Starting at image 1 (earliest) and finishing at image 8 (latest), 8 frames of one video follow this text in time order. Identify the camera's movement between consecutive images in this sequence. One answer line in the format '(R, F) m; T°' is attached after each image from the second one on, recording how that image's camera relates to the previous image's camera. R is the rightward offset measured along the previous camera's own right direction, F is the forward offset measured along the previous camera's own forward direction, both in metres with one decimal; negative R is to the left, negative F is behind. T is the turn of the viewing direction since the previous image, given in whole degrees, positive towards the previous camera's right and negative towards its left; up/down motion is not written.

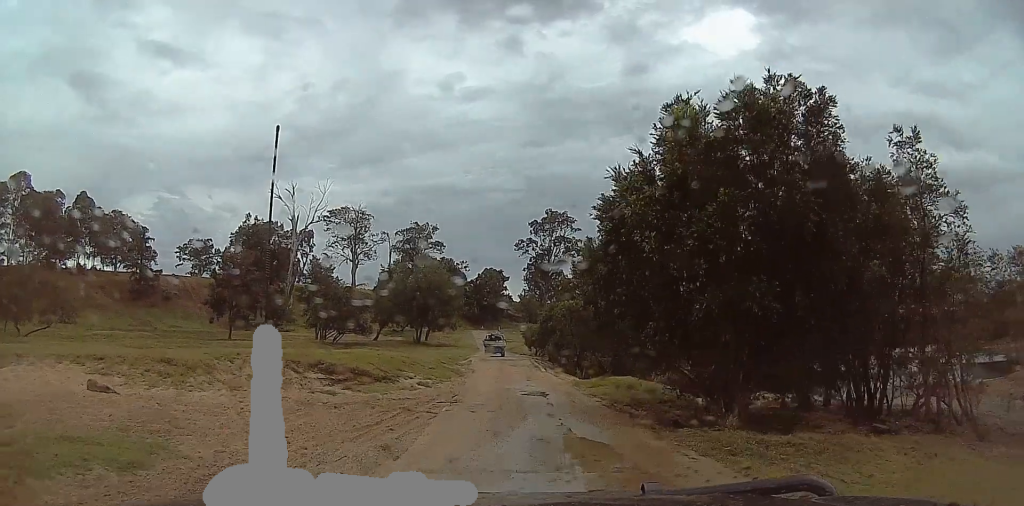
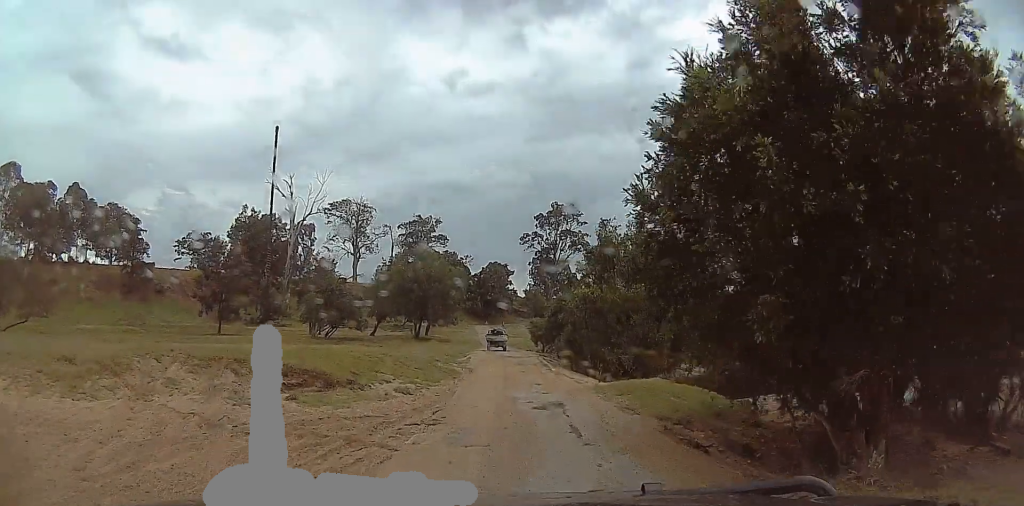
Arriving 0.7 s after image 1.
(0.0, +5.2) m; 0°
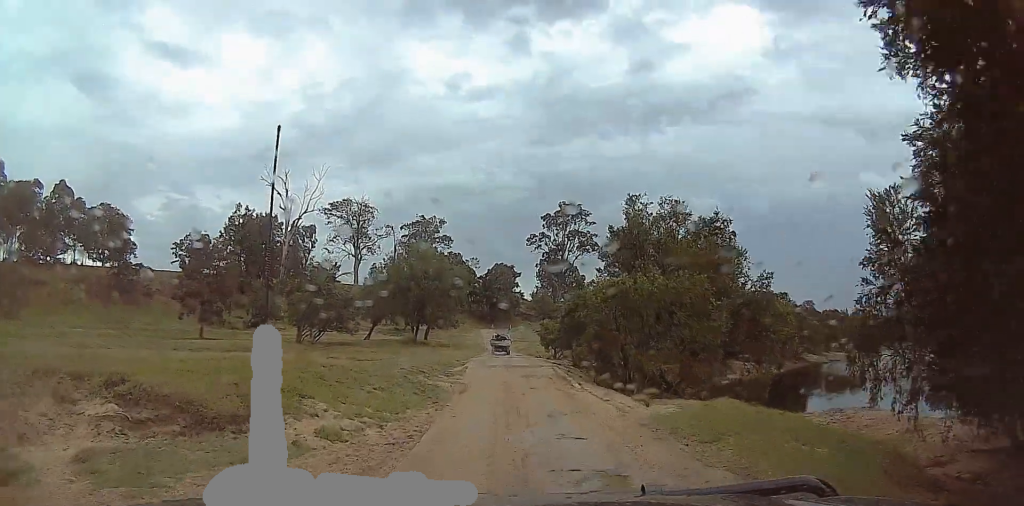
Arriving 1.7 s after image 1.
(0.0, +7.6) m; 0°
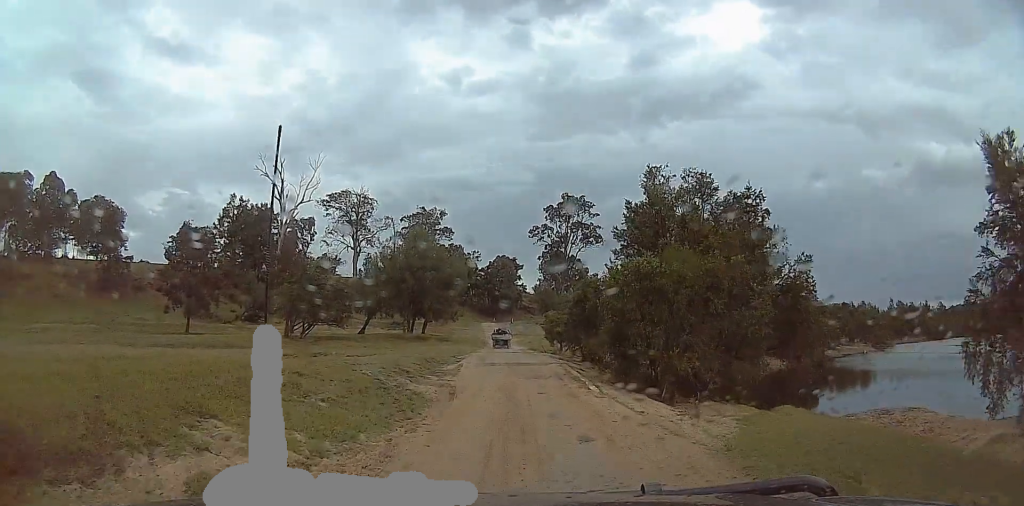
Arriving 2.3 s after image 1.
(0.0, +4.5) m; 0°
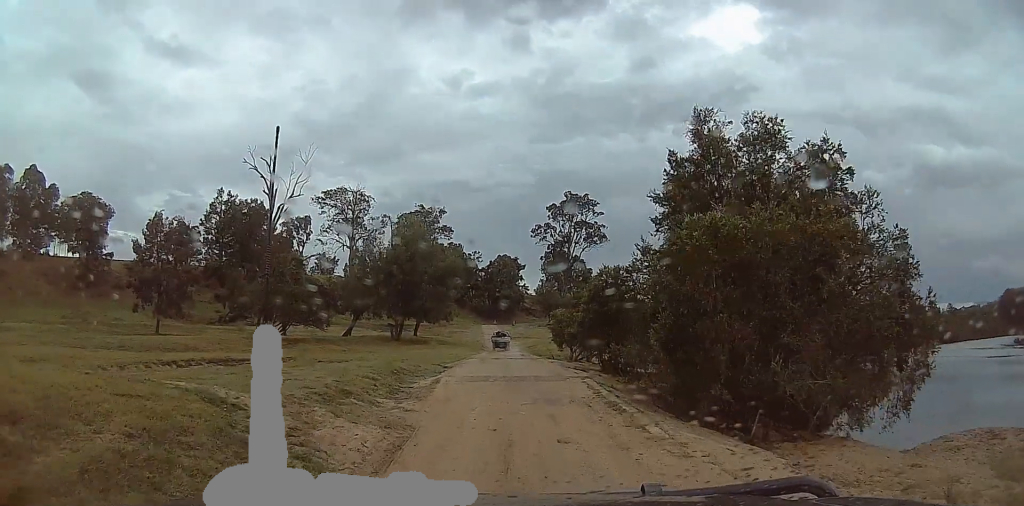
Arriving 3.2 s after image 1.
(0.0, +7.6) m; 0°
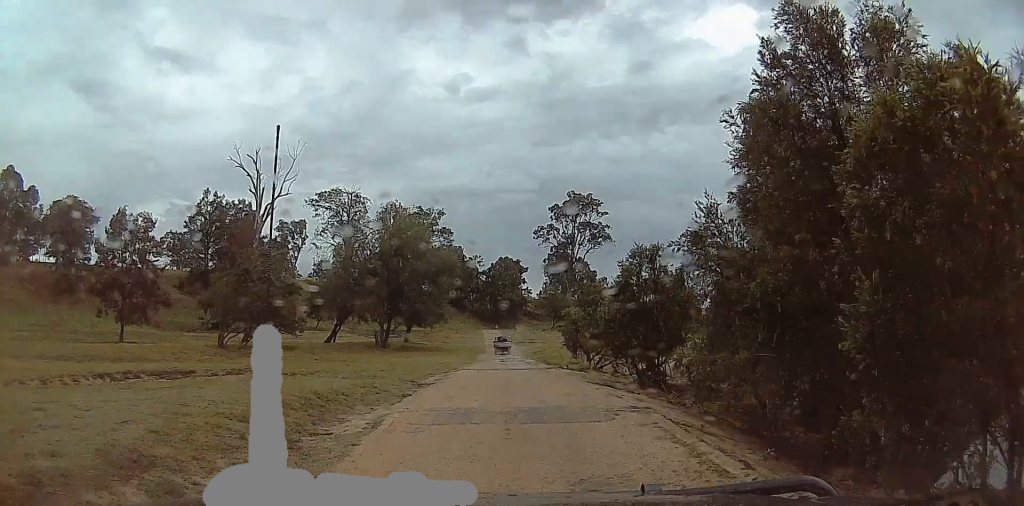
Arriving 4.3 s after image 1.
(0.0, +8.5) m; 0°
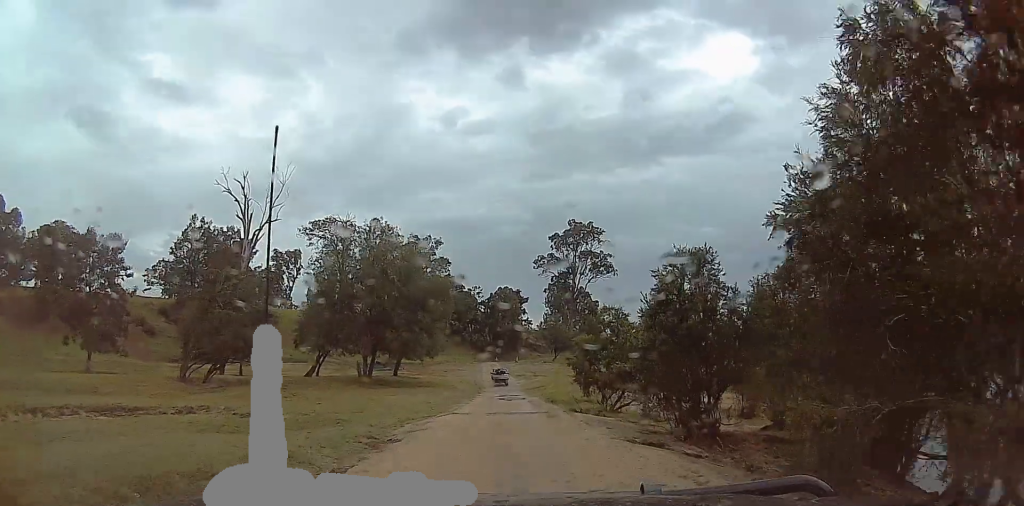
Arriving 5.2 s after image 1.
(0.0, +6.6) m; 0°
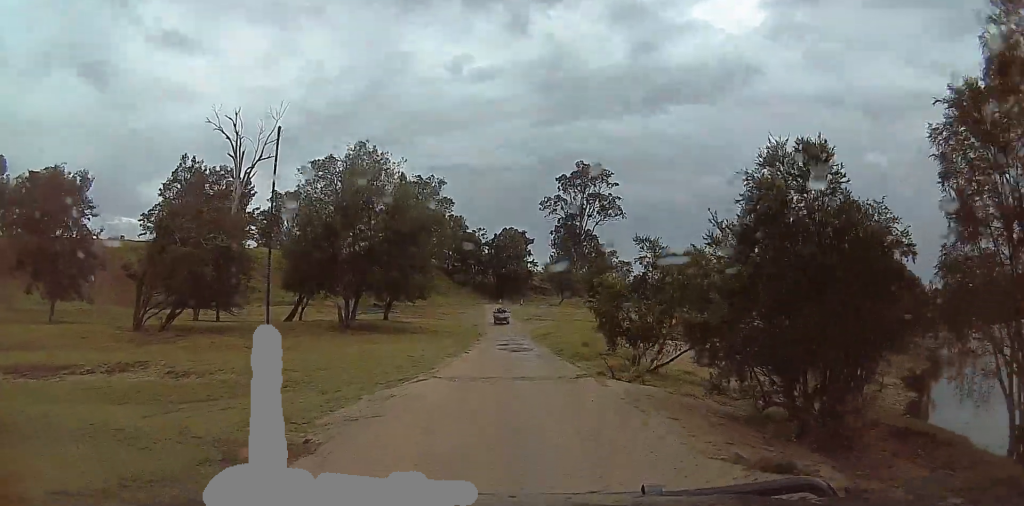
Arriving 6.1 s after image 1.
(0.0, +7.4) m; -2°
